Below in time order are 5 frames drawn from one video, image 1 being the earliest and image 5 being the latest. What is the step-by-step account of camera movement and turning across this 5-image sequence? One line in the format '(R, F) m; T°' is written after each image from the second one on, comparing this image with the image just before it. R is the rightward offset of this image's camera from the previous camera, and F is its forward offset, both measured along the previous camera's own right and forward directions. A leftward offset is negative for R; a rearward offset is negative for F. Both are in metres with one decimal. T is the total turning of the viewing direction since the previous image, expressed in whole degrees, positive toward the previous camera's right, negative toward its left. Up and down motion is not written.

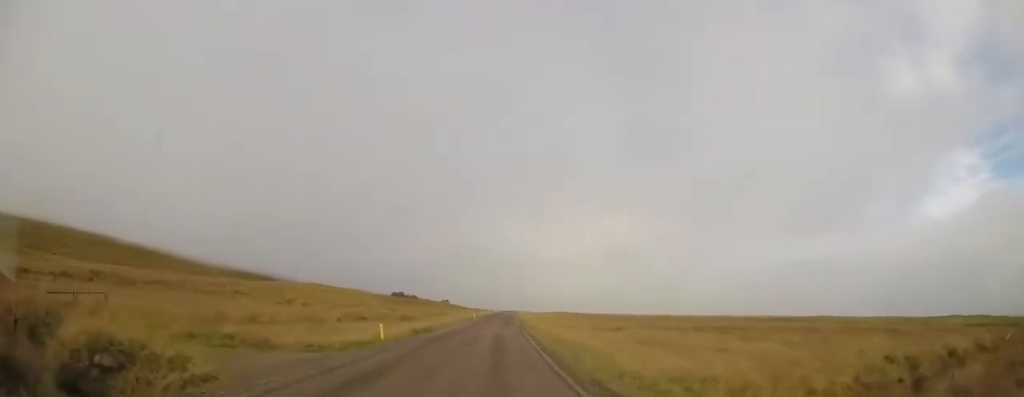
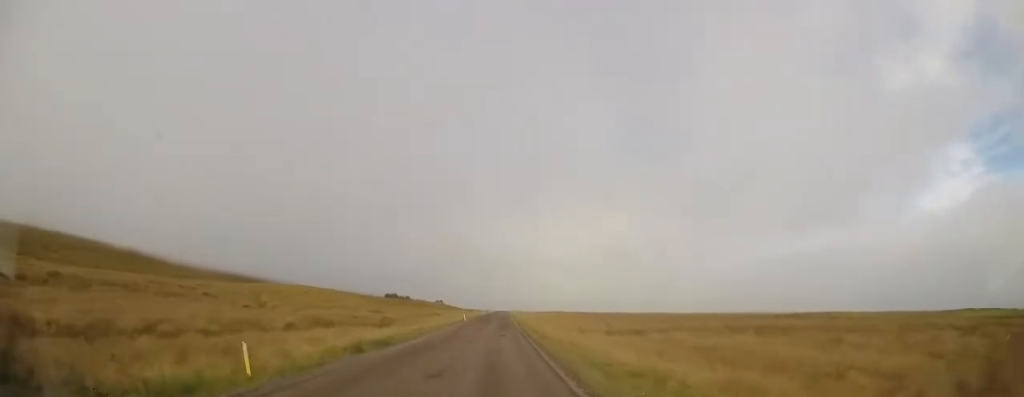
(+0.1, +9.8) m; +1°
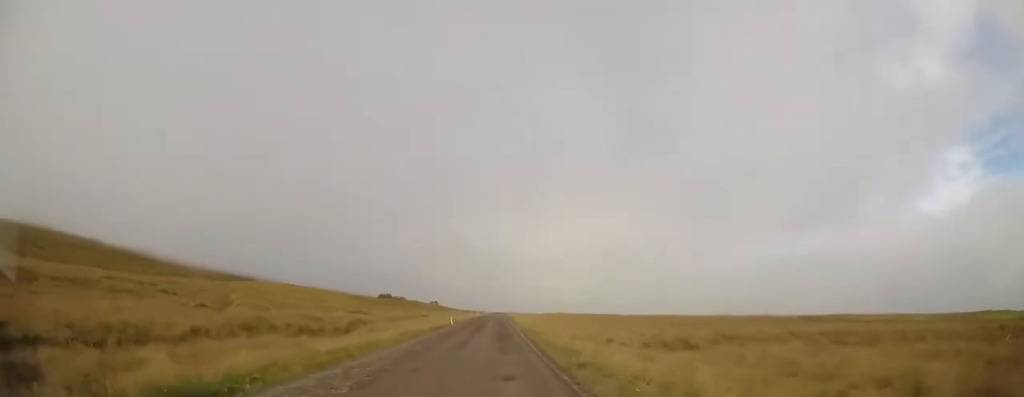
(+0.2, +11.6) m; +1°
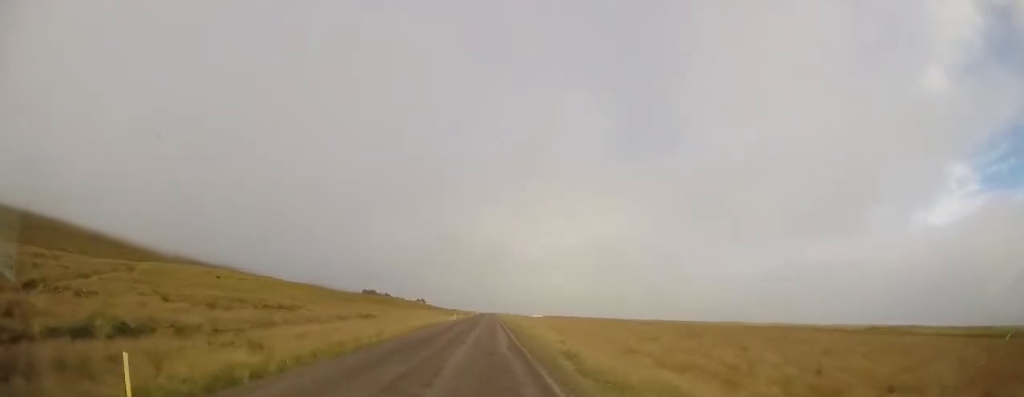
(-0.1, +36.8) m; 0°
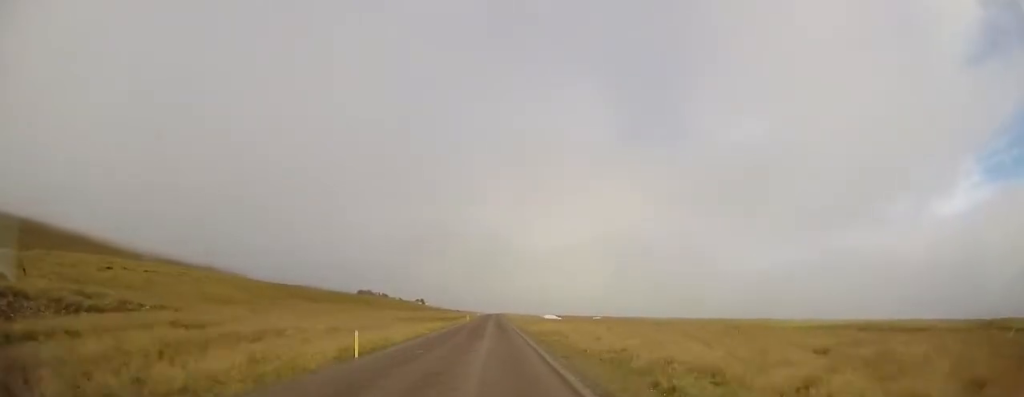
(+0.4, +42.3) m; +1°
